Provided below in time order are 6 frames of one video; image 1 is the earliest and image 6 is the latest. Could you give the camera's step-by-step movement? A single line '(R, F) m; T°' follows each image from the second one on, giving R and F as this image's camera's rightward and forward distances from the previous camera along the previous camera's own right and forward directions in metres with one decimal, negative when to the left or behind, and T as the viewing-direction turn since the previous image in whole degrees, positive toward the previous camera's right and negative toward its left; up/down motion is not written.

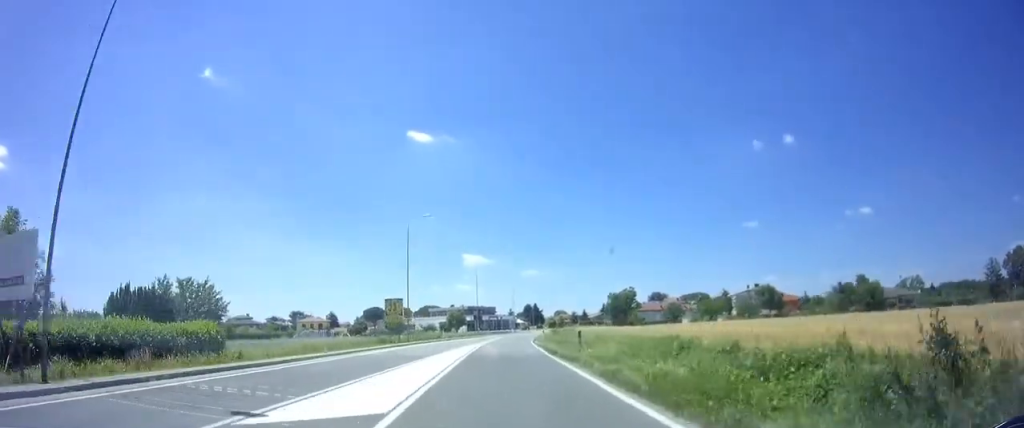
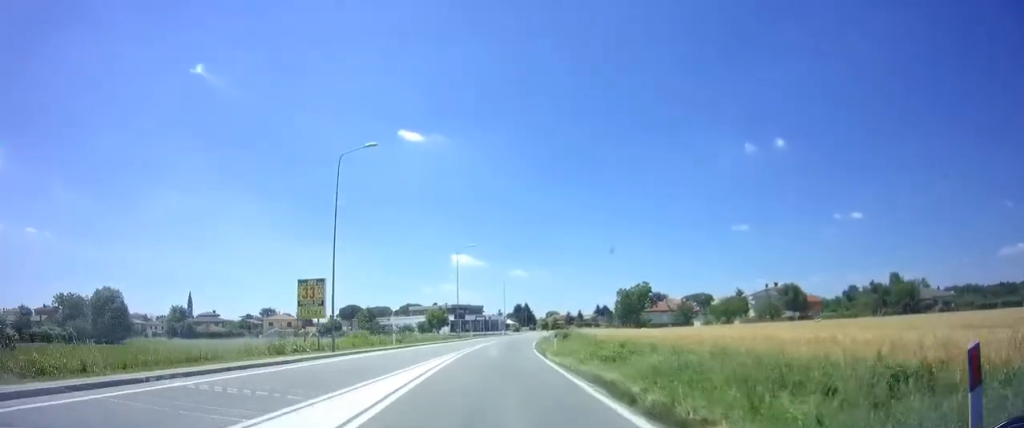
(+0.2, +18.9) m; +2°
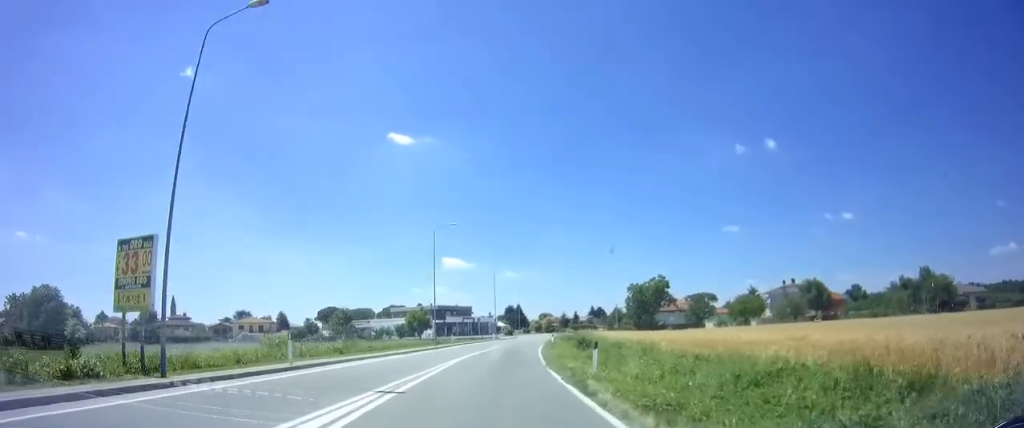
(+0.2, +13.5) m; +2°
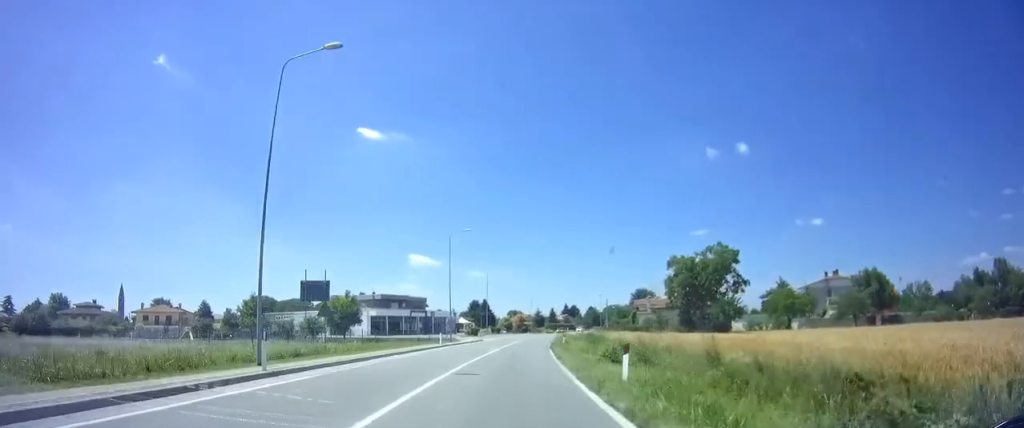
(+0.8, +32.3) m; +3°
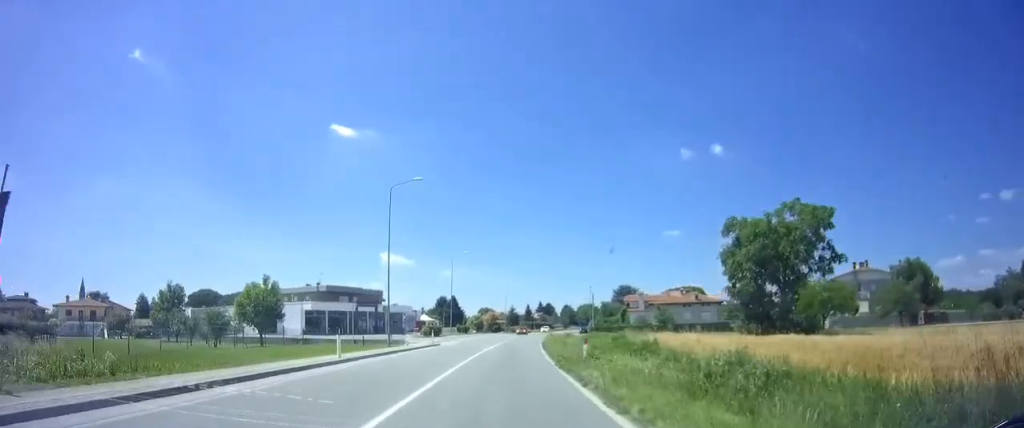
(+0.4, +17.1) m; +4°
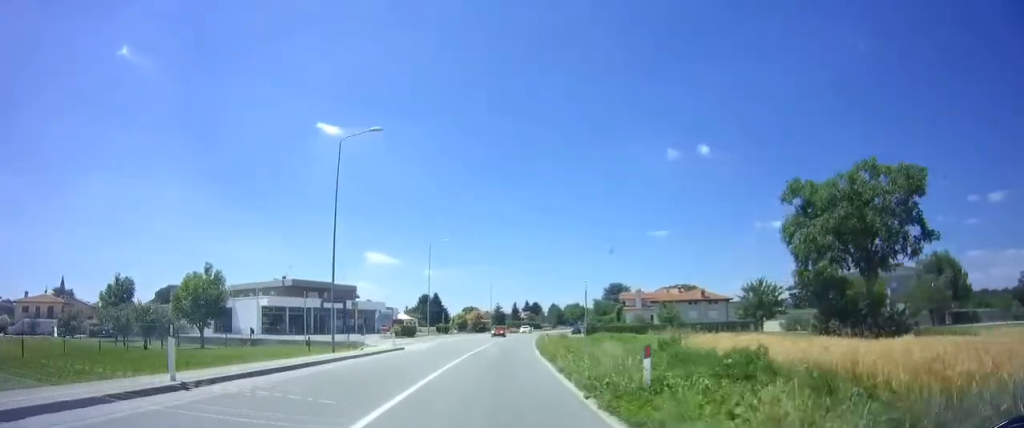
(+0.4, +8.9) m; +1°
